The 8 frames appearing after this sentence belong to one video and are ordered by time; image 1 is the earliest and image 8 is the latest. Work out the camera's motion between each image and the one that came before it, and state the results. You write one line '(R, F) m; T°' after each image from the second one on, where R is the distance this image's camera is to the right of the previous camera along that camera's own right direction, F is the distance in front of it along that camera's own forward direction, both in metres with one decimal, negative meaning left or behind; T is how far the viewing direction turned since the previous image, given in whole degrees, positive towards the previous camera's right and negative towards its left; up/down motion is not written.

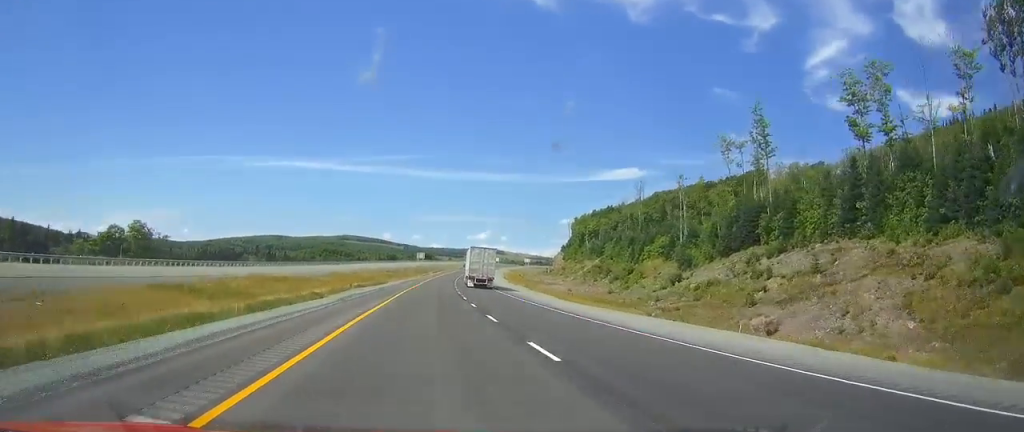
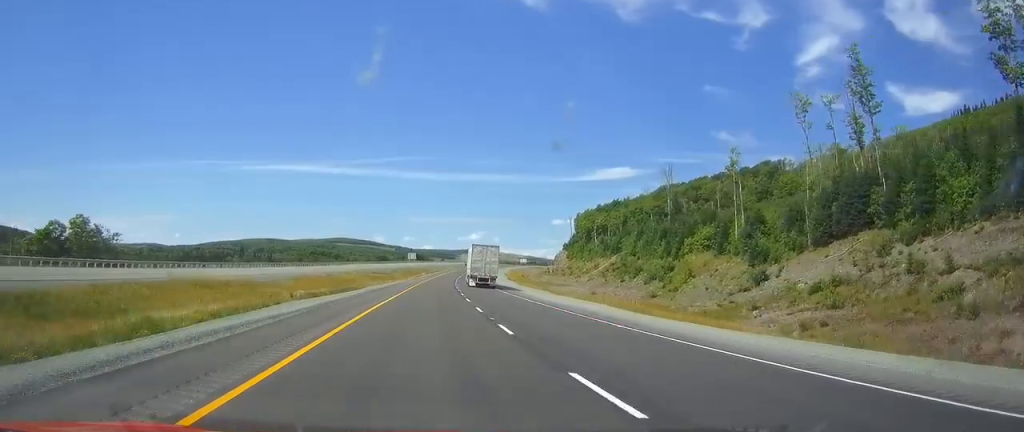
(0.0, +22.7) m; 0°
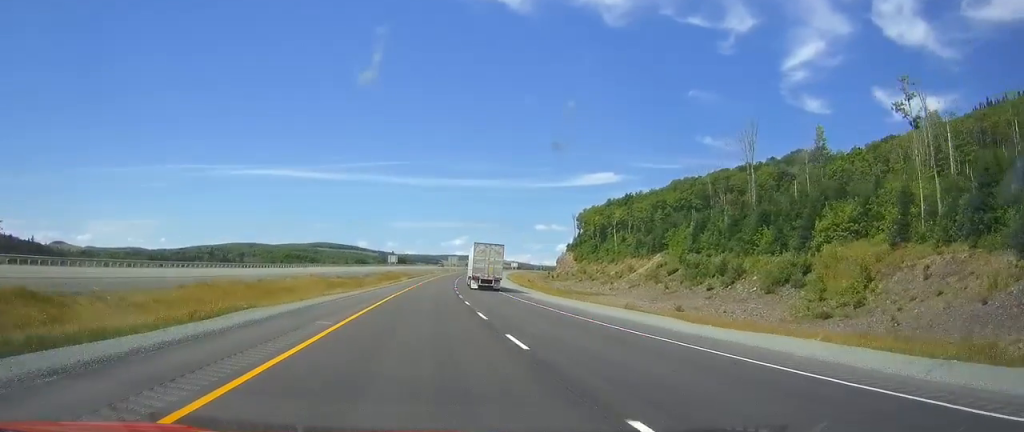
(+0.3, +39.3) m; +1°
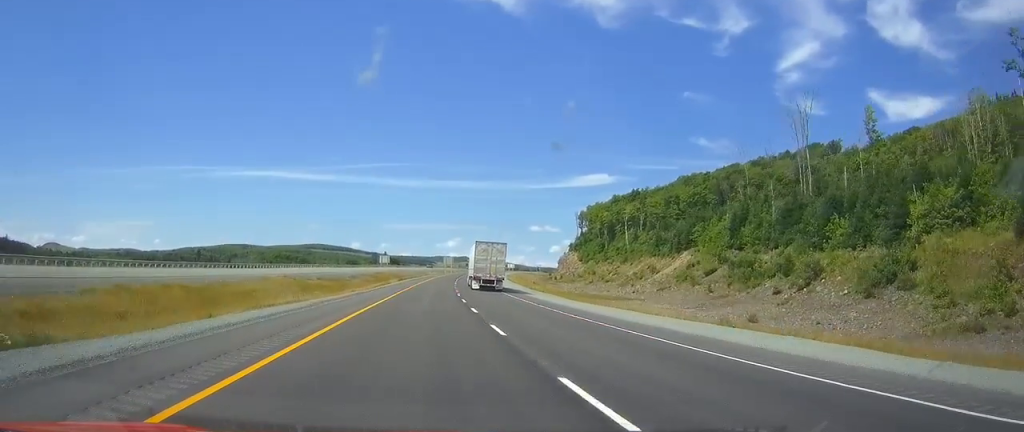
(+0.1, +15.4) m; +1°
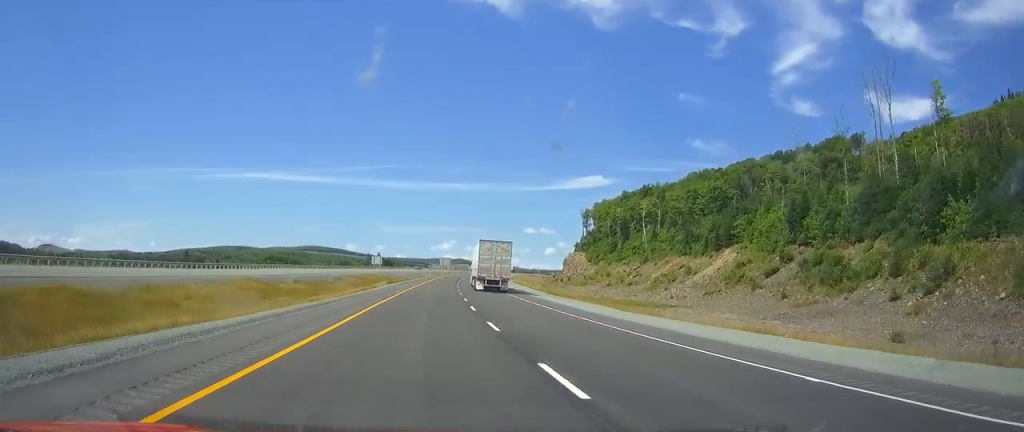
(+0.1, +16.6) m; +1°
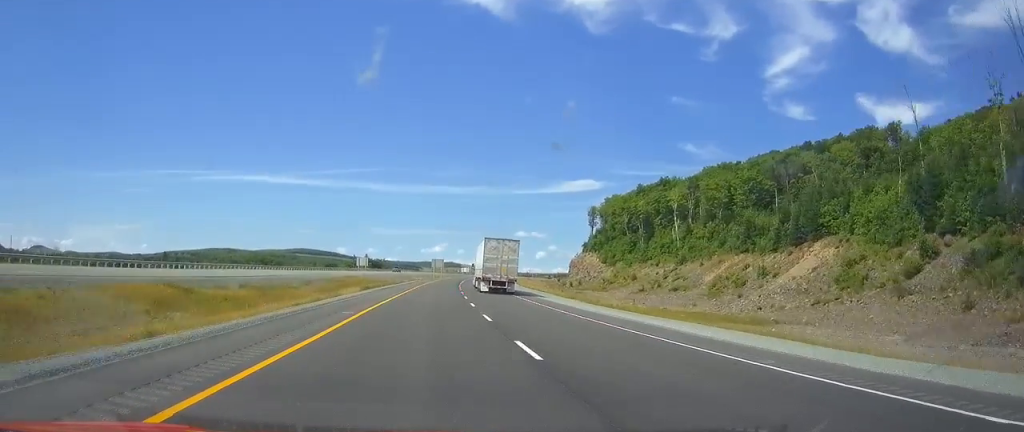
(+0.2, +23.7) m; +1°
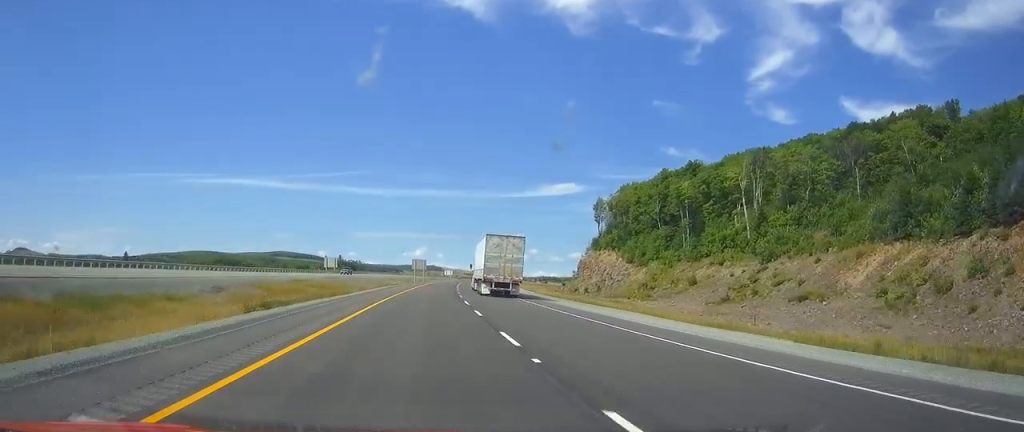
(+0.3, +34.3) m; +1°
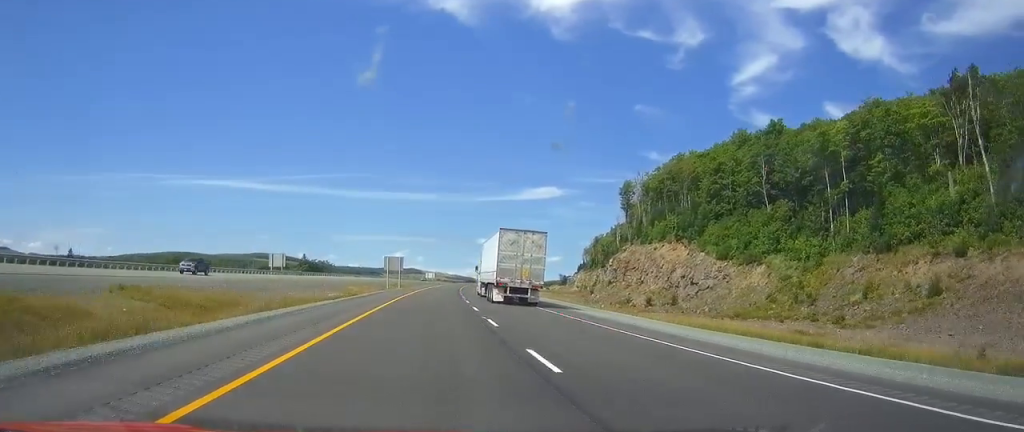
(+0.8, +48.4) m; +2°
